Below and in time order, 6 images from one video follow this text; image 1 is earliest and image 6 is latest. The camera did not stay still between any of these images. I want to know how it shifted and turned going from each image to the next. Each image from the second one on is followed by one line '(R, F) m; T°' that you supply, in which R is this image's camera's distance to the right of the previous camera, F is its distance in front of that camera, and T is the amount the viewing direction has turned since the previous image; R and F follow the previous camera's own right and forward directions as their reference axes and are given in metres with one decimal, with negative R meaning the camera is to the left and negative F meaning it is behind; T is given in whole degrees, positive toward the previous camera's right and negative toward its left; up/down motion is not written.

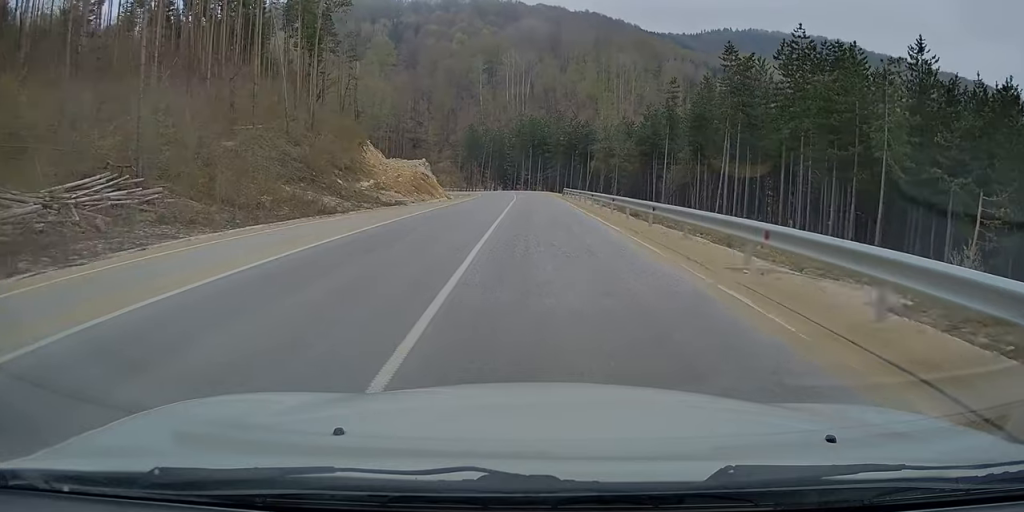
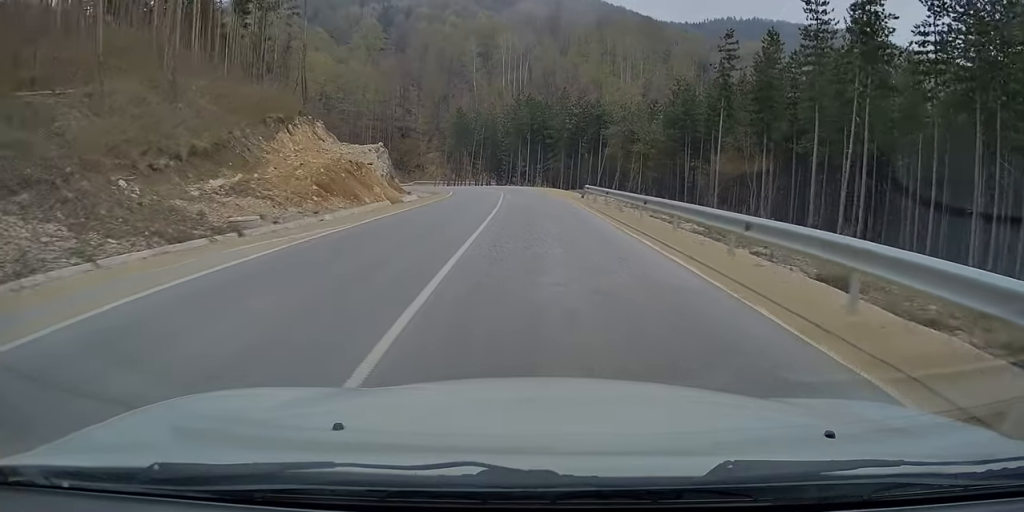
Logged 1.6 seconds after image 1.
(+0.4, +24.3) m; +1°
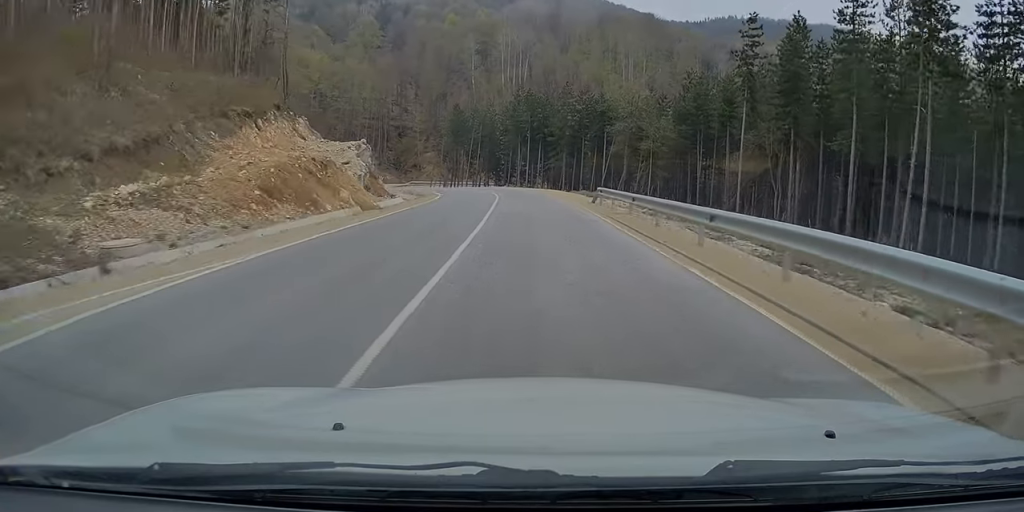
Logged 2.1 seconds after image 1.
(0.0, +6.5) m; 0°
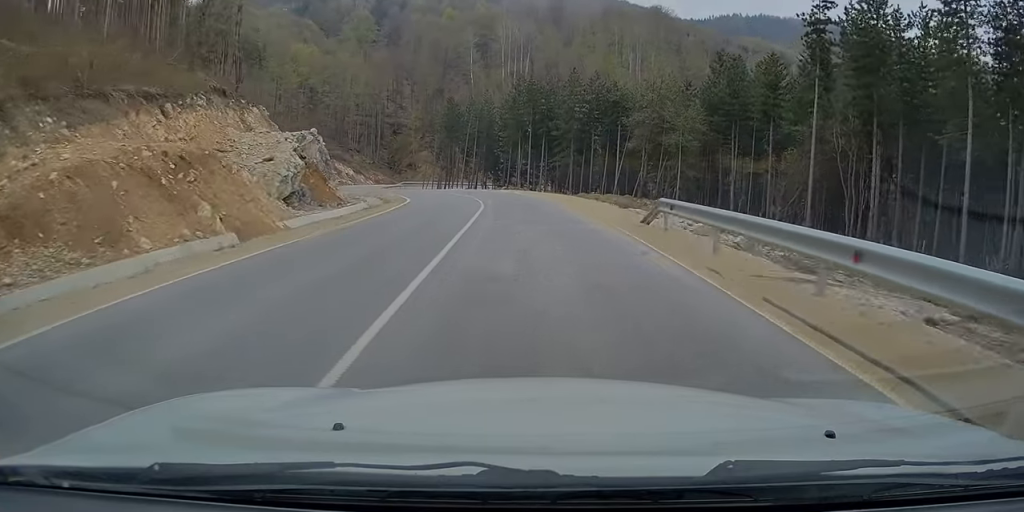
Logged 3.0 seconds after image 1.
(0.0, +13.4) m; -1°
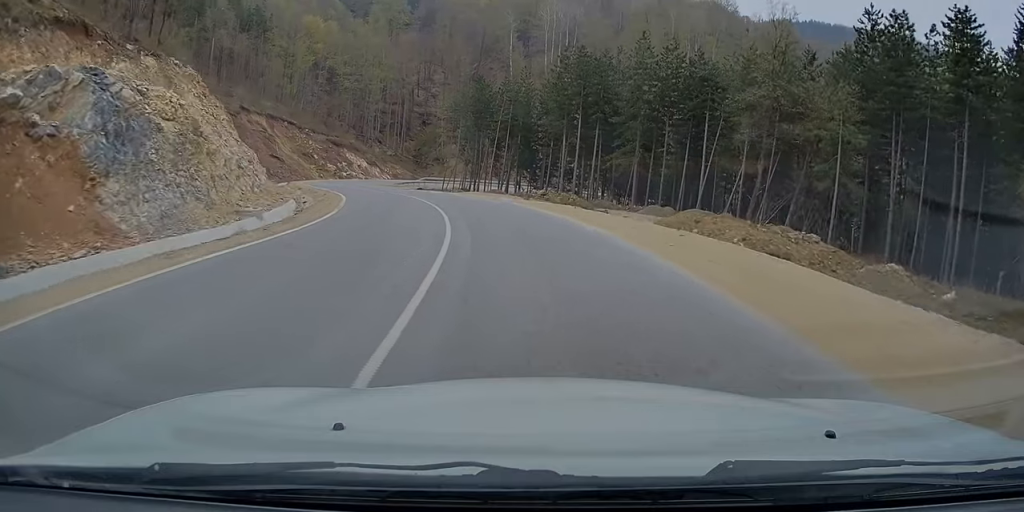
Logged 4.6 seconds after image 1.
(-0.8, +24.6) m; -5°
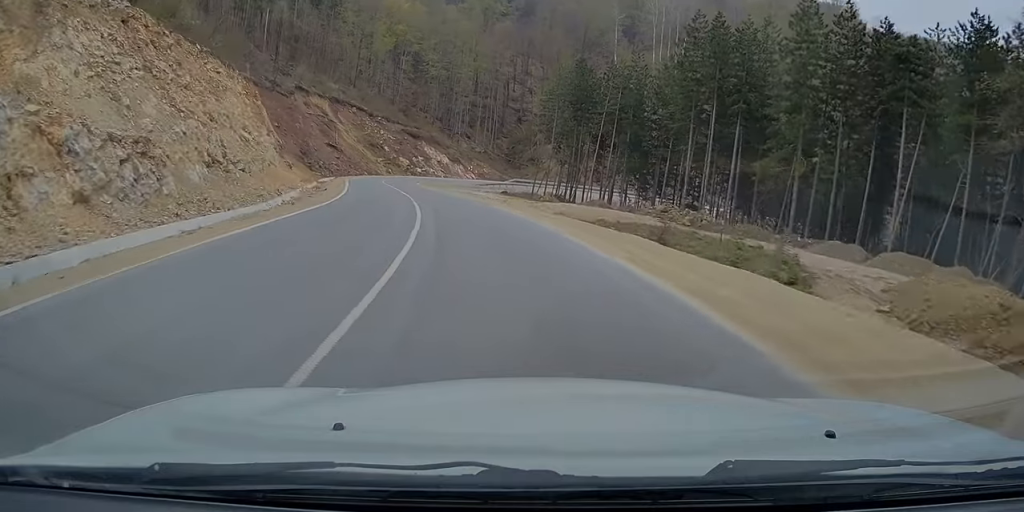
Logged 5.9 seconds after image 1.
(-1.3, +19.2) m; -8°
